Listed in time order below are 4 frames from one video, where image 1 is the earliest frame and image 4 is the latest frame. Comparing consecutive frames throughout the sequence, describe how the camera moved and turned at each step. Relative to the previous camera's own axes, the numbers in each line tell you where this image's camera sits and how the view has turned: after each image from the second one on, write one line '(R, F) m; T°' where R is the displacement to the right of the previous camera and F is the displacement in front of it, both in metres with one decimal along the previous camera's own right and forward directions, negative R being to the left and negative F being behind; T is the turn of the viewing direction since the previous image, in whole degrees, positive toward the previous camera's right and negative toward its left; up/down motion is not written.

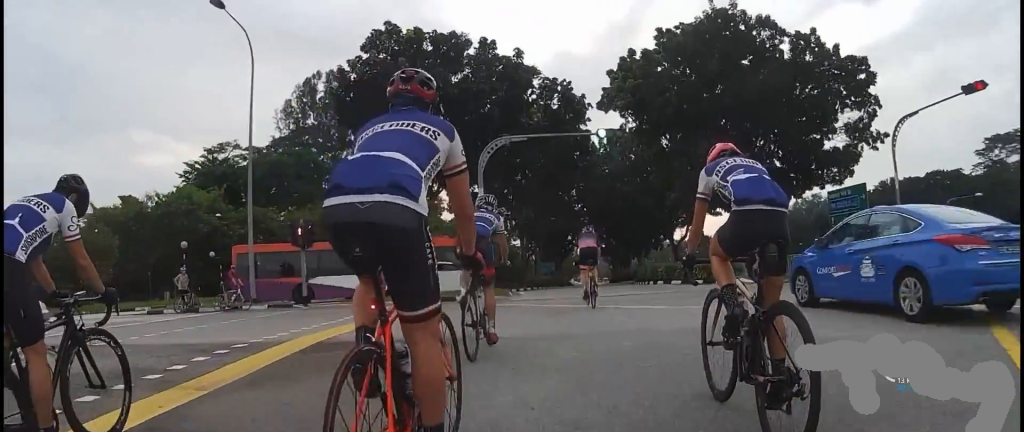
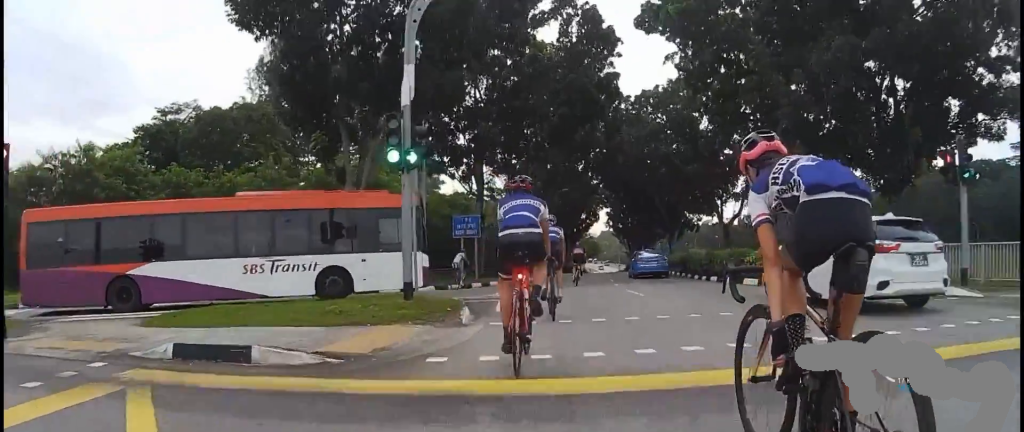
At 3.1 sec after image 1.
(0.0, +15.2) m; 0°
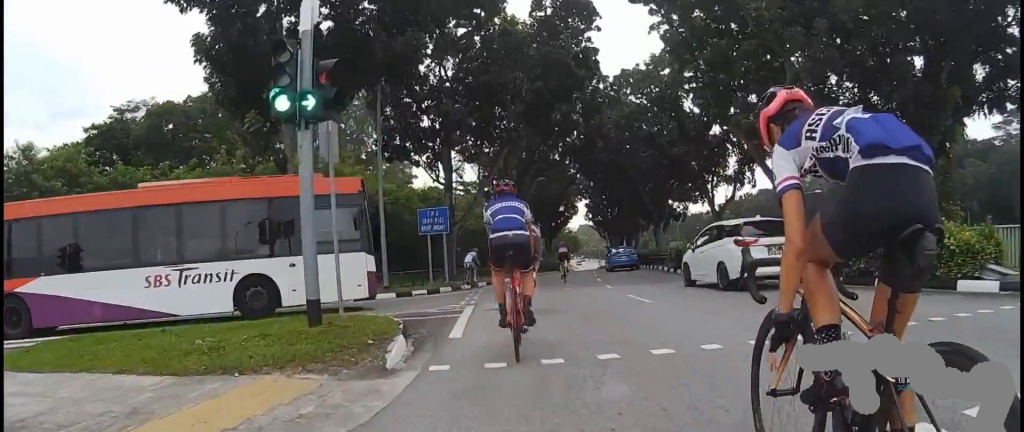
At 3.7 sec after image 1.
(0.0, +3.4) m; 0°
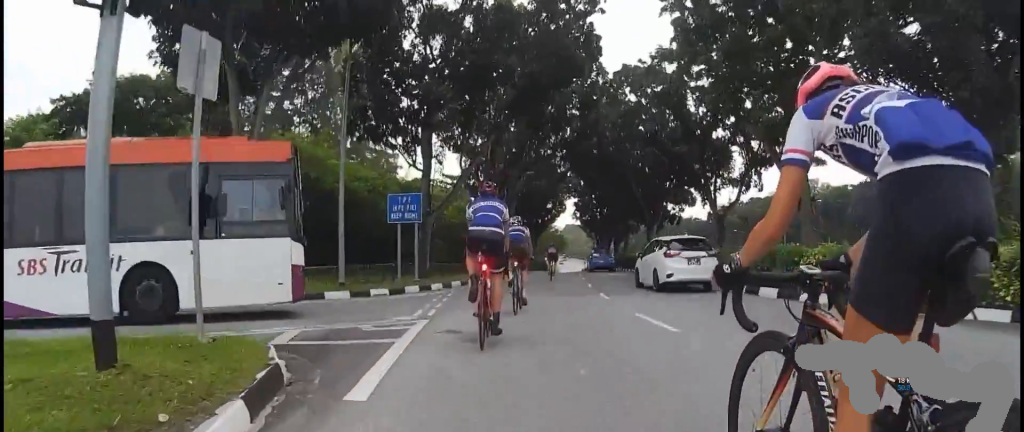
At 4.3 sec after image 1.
(0.0, +3.5) m; 0°
